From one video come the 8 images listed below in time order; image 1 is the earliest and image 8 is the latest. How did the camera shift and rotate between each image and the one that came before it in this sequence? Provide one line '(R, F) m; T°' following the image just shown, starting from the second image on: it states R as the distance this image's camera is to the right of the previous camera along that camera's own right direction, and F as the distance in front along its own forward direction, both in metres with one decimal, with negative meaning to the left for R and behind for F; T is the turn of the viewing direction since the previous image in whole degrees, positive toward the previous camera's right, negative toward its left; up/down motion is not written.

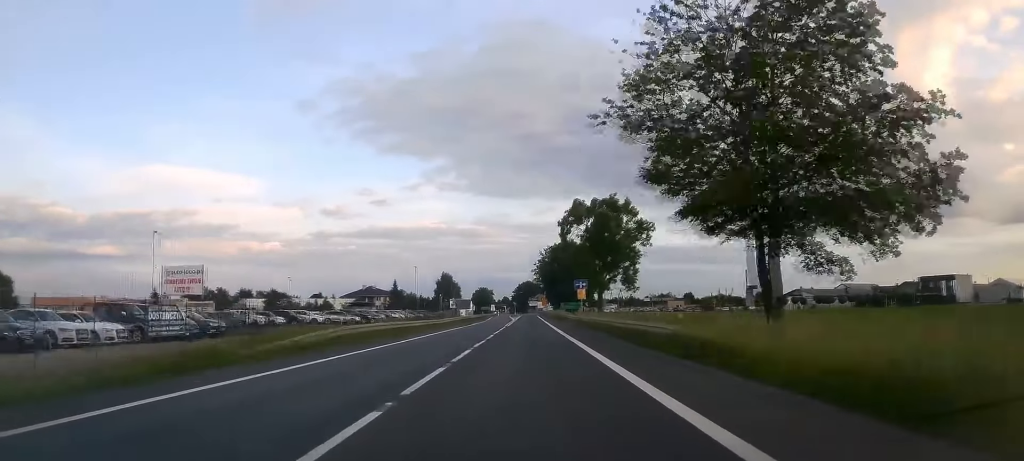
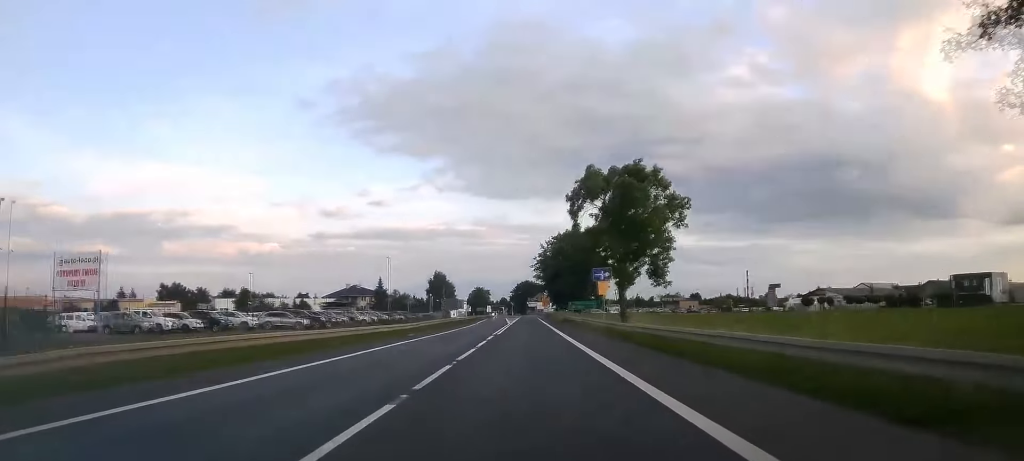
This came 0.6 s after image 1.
(0.0, +17.7) m; 0°
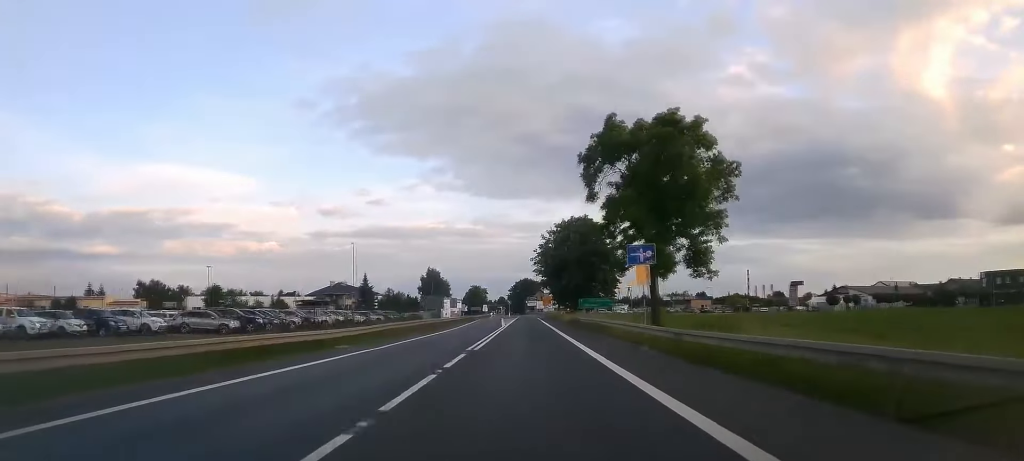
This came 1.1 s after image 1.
(0.0, +14.2) m; 0°
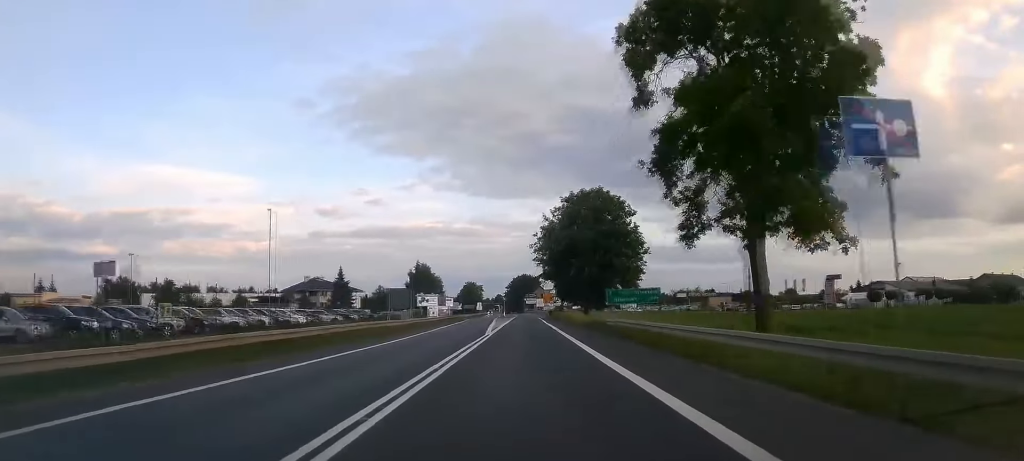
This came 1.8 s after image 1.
(0.0, +18.9) m; 0°
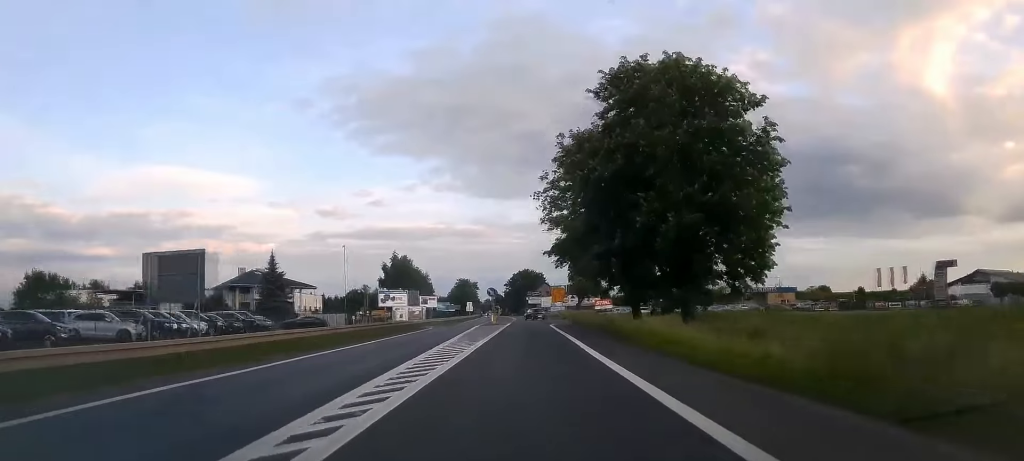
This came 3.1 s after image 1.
(-0.1, +36.5) m; 0°
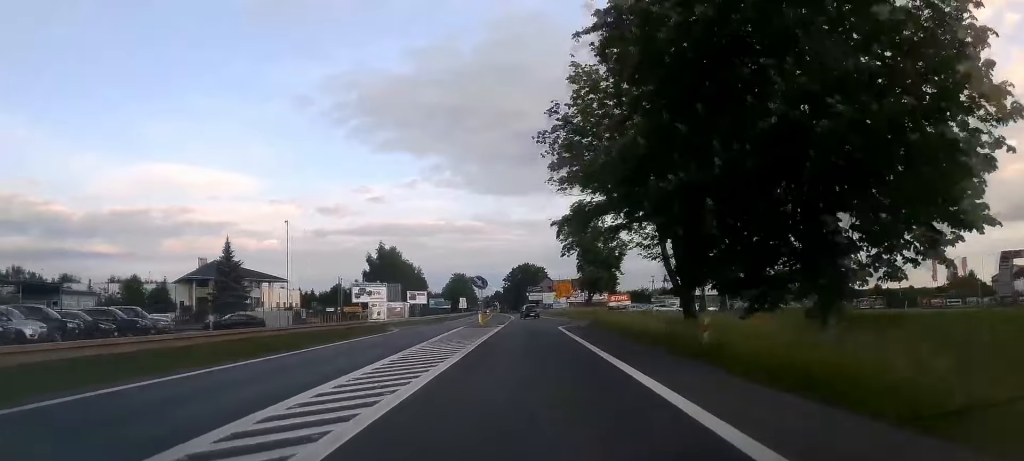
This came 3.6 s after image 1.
(0.0, +15.1) m; 0°
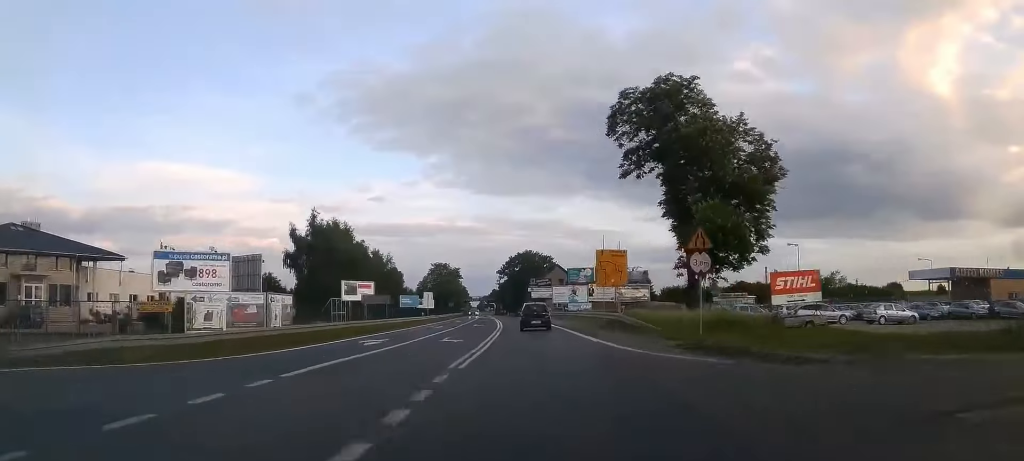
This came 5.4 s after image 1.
(0.0, +46.2) m; -1°
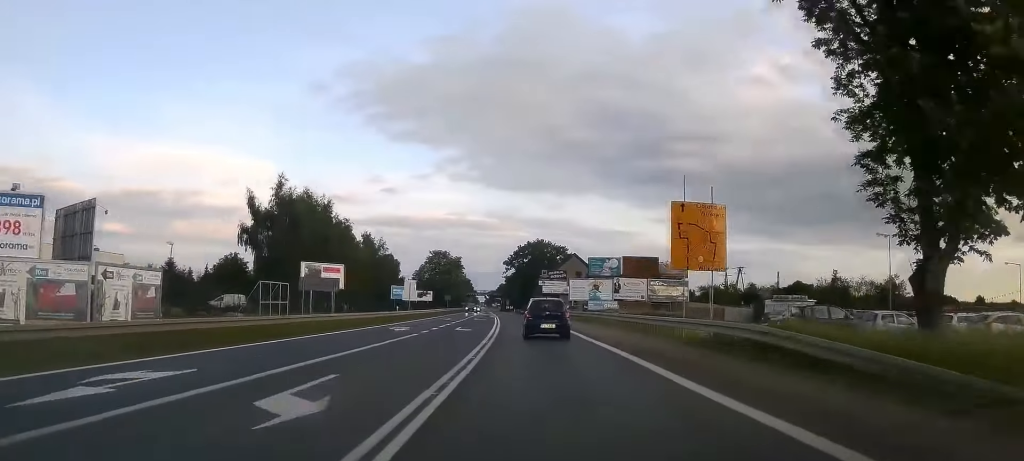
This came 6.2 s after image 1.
(-0.1, +17.4) m; 0°
